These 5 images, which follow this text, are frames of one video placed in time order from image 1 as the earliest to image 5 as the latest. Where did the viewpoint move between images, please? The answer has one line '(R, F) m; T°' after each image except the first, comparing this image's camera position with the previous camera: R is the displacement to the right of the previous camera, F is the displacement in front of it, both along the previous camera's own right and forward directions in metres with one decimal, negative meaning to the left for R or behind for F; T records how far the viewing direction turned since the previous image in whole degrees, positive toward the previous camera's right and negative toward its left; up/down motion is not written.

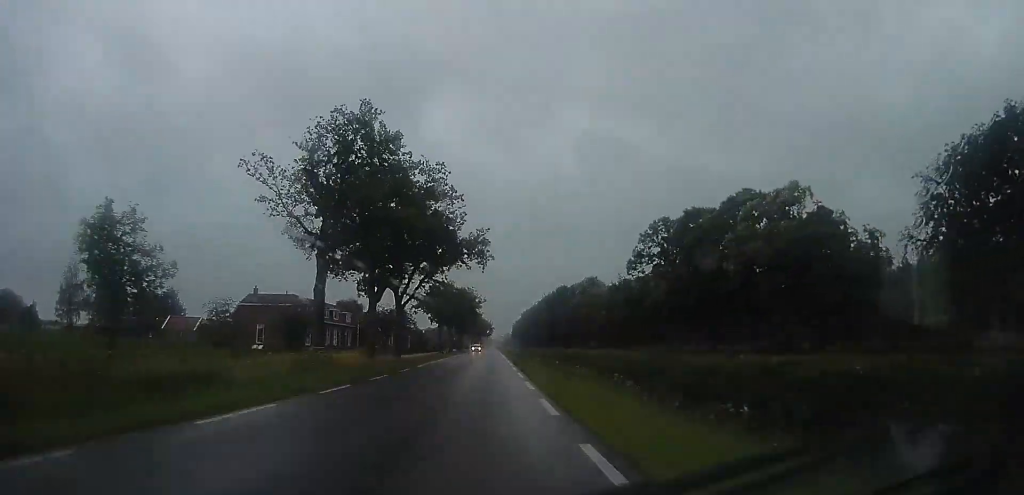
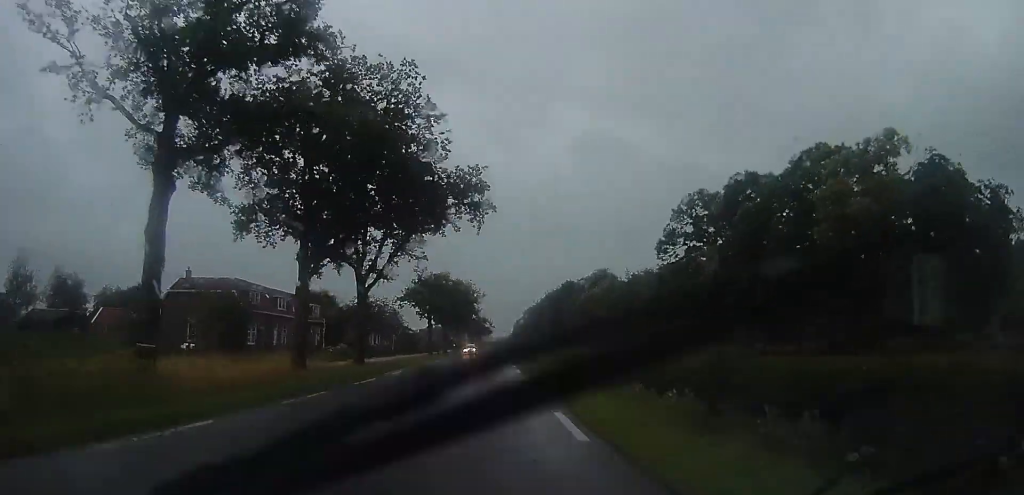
(+0.2, +14.8) m; +1°
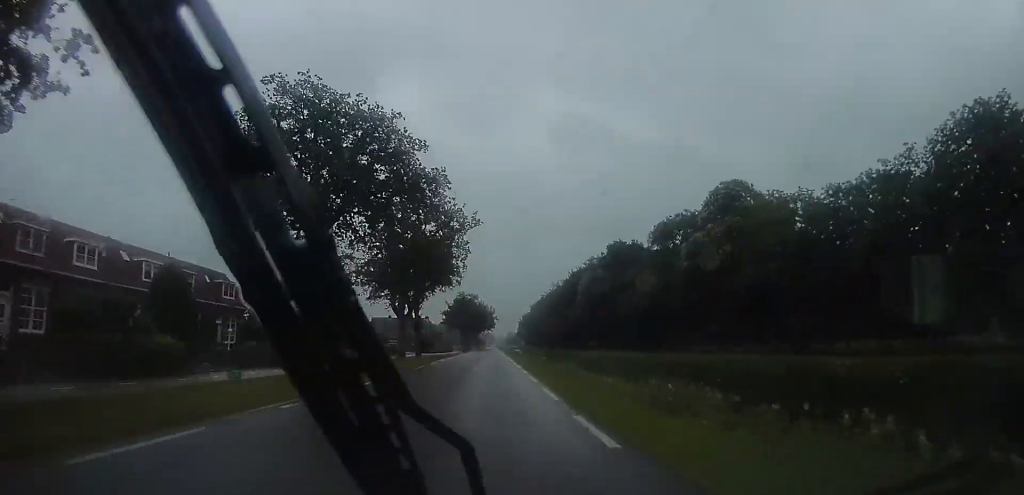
(+2.0, +73.3) m; +3°
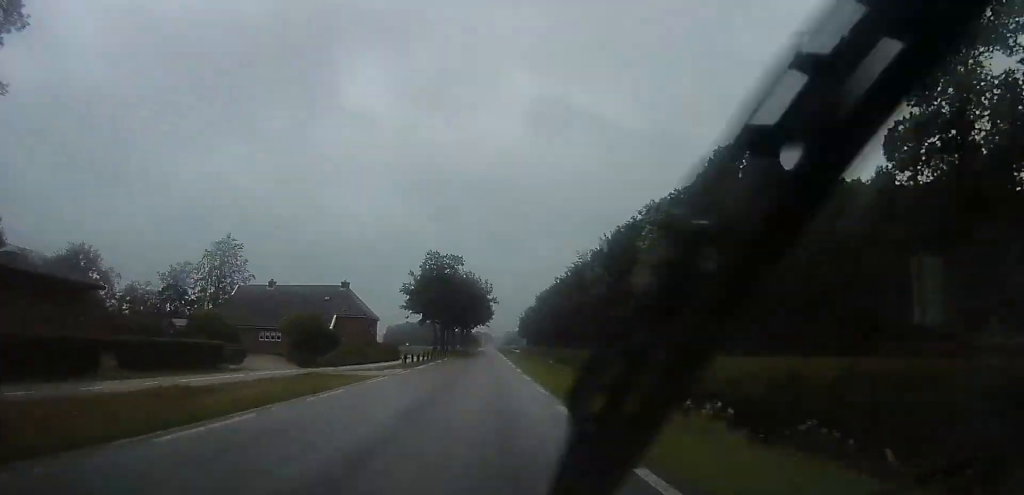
(-2.1, +59.1) m; -3°
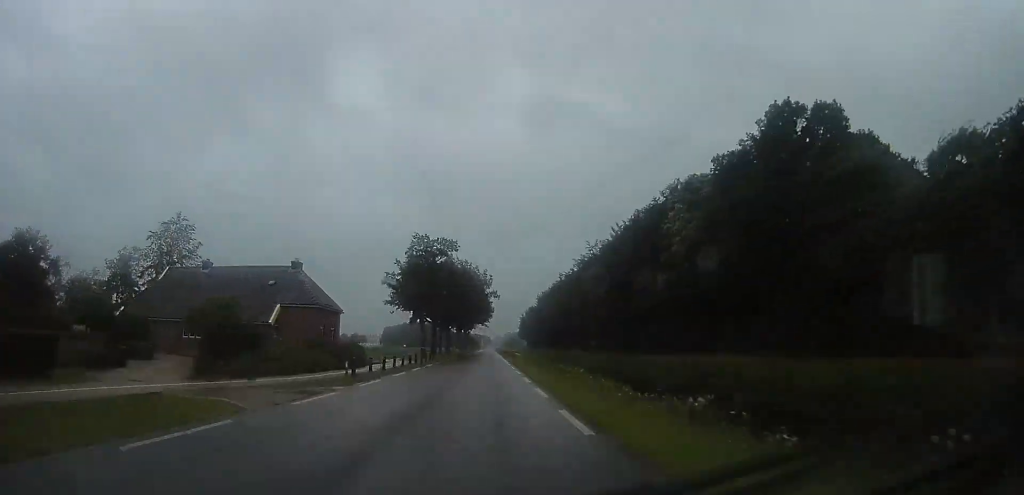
(0.0, +12.8) m; 0°
